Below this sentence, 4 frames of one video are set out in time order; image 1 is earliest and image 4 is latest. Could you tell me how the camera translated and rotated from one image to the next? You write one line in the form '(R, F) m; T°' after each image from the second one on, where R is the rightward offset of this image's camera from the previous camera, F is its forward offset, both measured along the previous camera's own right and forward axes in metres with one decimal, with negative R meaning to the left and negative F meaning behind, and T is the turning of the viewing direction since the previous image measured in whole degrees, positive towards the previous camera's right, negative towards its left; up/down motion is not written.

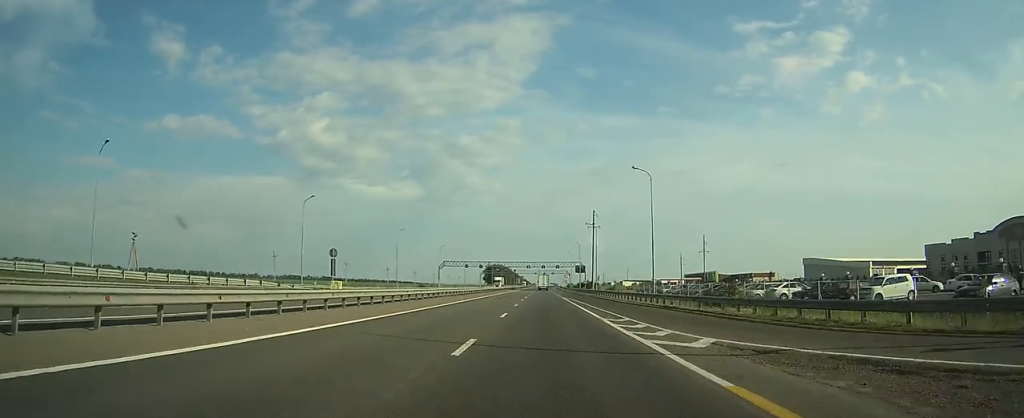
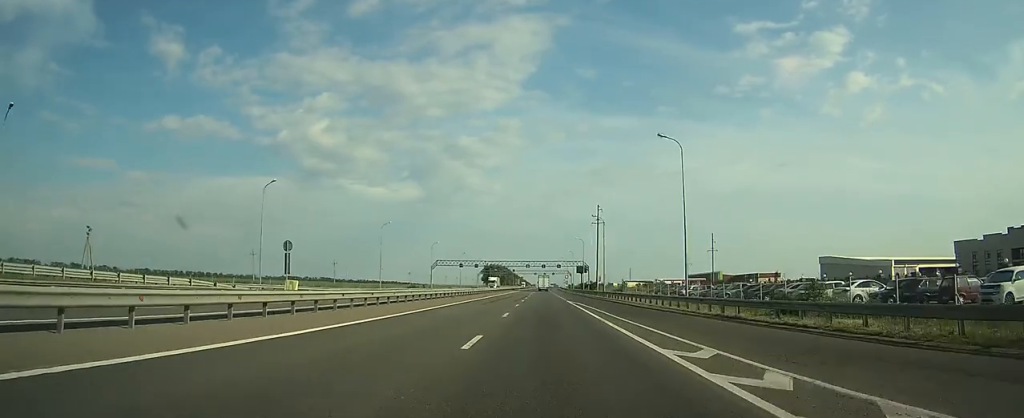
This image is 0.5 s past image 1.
(0.0, +11.0) m; 0°
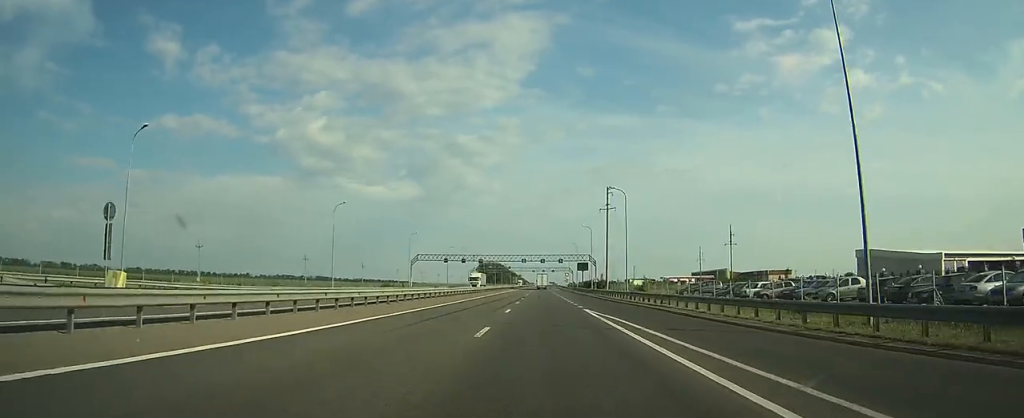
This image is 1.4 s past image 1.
(0.0, +21.8) m; 0°
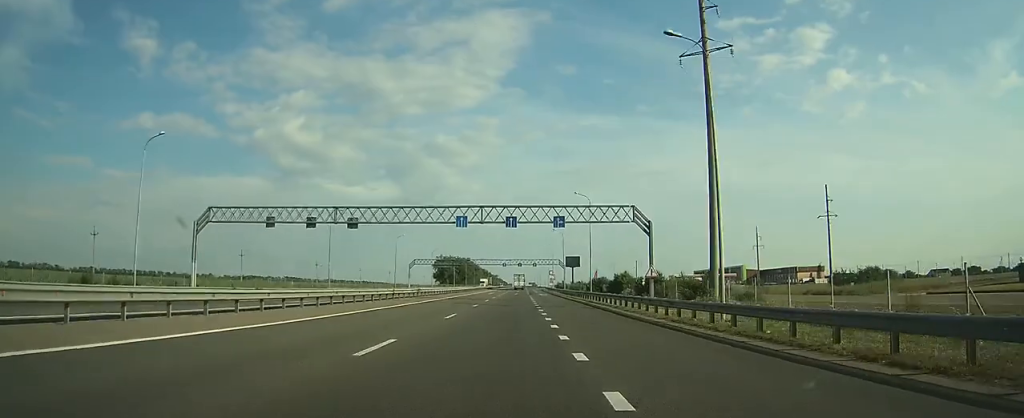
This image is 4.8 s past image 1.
(+1.0, +76.8) m; +2°
